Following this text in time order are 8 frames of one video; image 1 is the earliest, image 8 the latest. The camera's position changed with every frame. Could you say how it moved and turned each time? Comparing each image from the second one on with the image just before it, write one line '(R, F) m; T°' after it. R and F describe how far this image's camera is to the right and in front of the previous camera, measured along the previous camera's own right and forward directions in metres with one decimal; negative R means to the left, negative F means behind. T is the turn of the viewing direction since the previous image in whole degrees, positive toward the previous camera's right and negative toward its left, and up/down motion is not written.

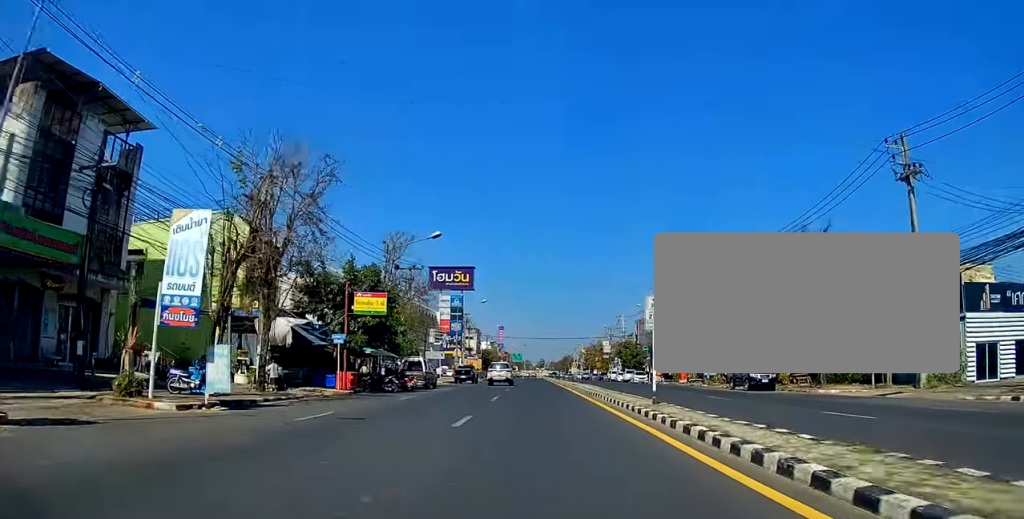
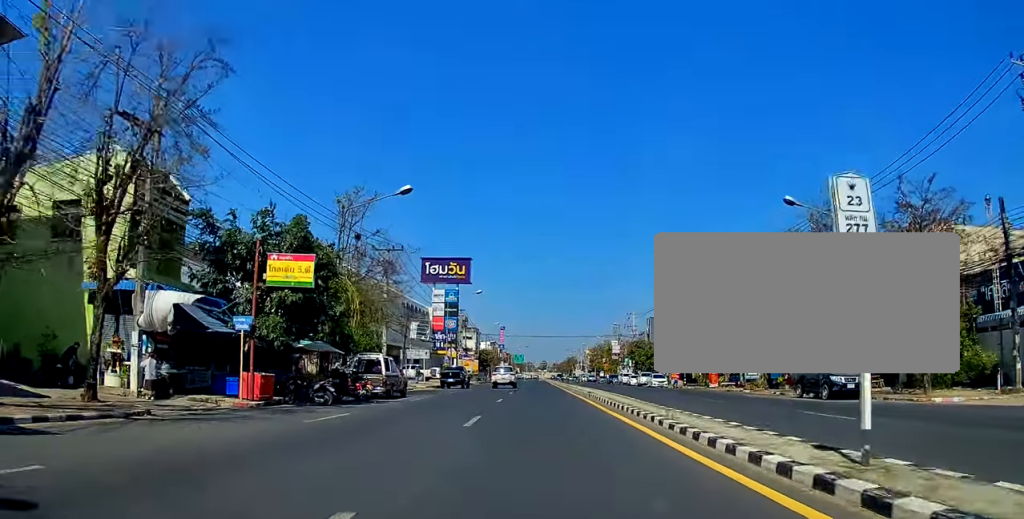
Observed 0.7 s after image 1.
(0.0, +11.0) m; +1°
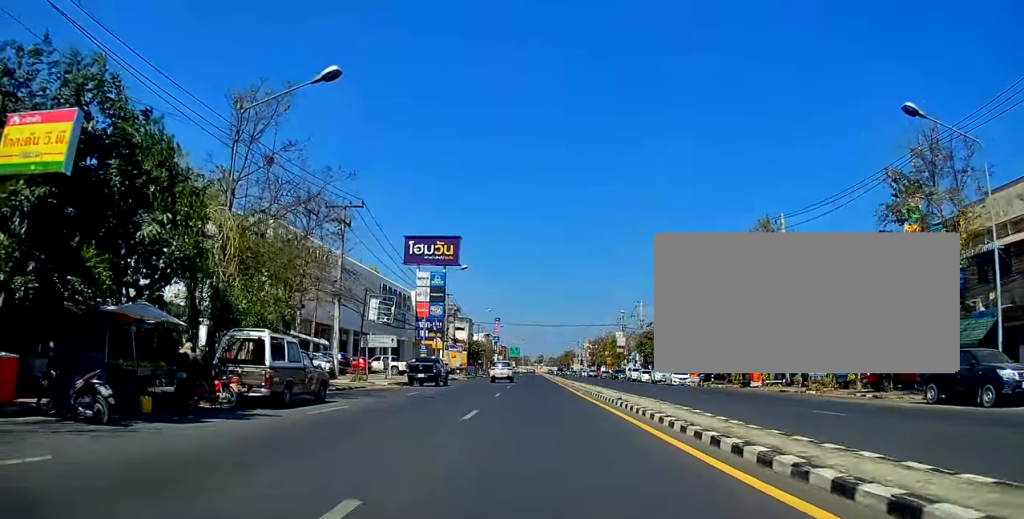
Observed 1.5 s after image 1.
(0.0, +11.8) m; +1°
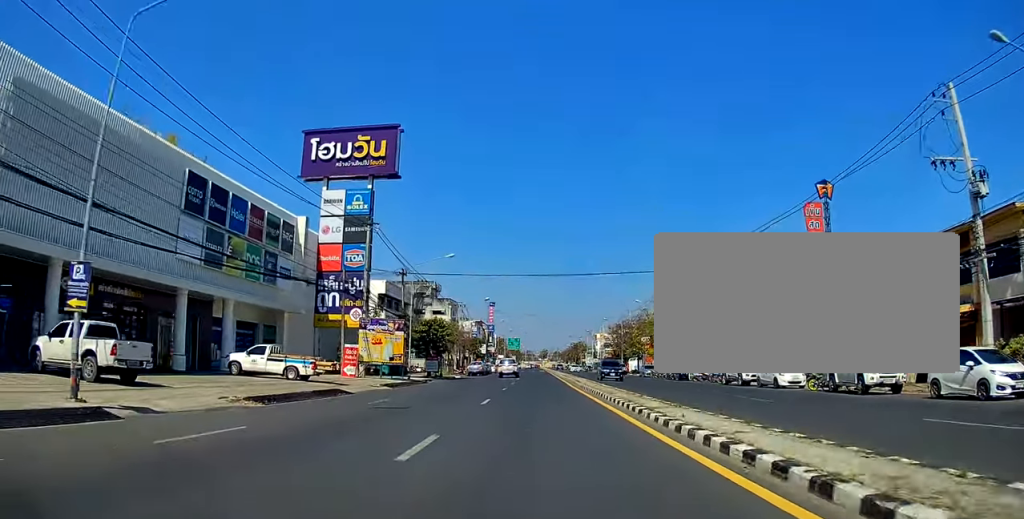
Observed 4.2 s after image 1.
(-0.1, +43.6) m; 0°
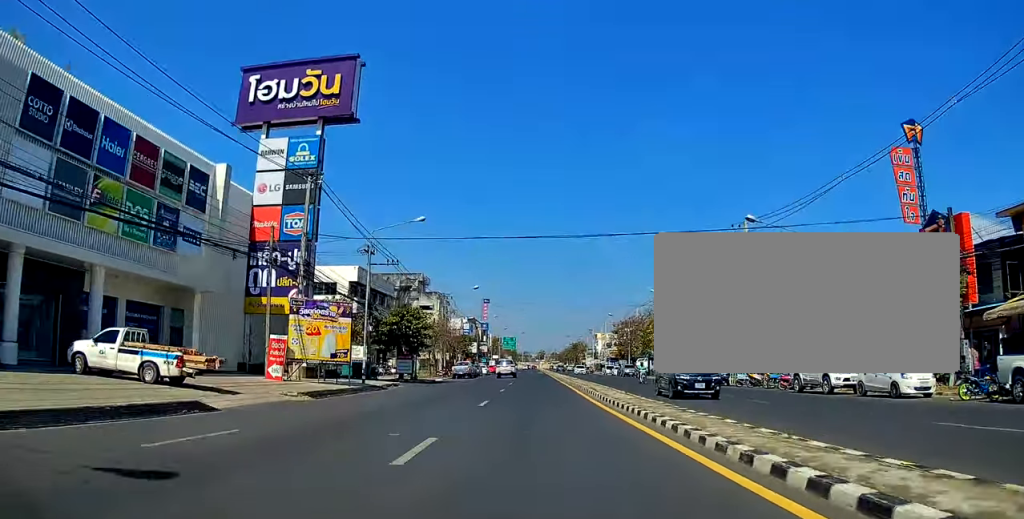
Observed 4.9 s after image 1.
(+0.1, +12.4) m; -1°
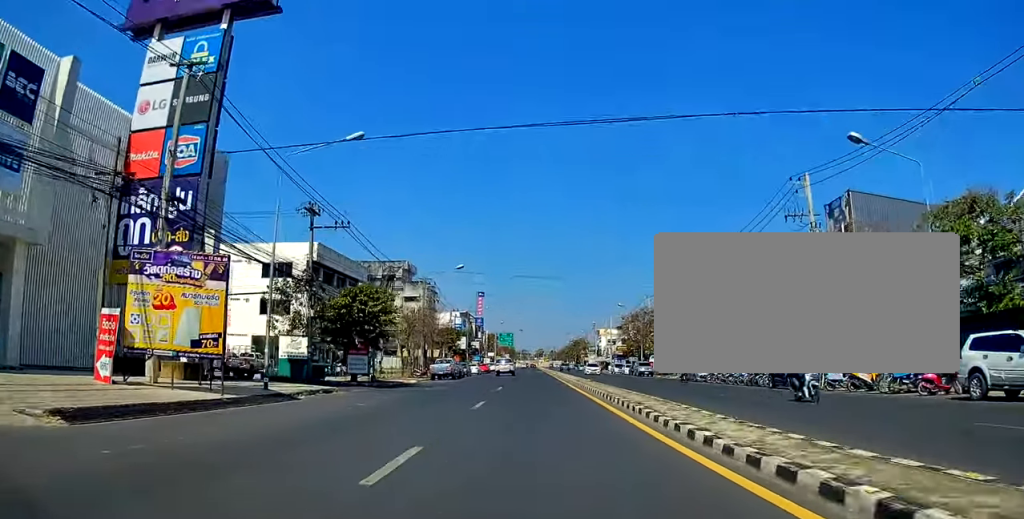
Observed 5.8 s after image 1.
(-0.3, +13.9) m; -1°
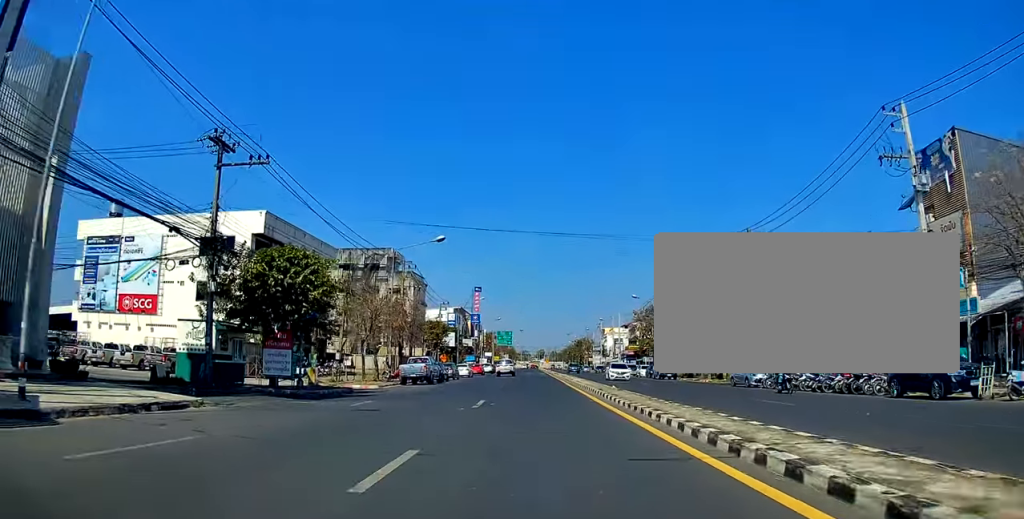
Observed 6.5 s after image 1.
(-0.1, +12.9) m; 0°
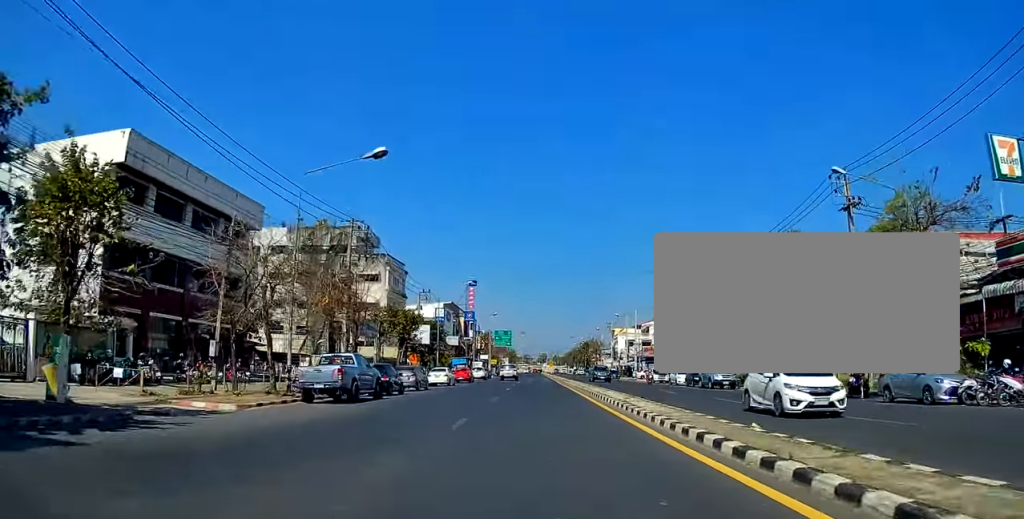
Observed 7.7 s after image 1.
(+0.4, +18.9) m; +1°
